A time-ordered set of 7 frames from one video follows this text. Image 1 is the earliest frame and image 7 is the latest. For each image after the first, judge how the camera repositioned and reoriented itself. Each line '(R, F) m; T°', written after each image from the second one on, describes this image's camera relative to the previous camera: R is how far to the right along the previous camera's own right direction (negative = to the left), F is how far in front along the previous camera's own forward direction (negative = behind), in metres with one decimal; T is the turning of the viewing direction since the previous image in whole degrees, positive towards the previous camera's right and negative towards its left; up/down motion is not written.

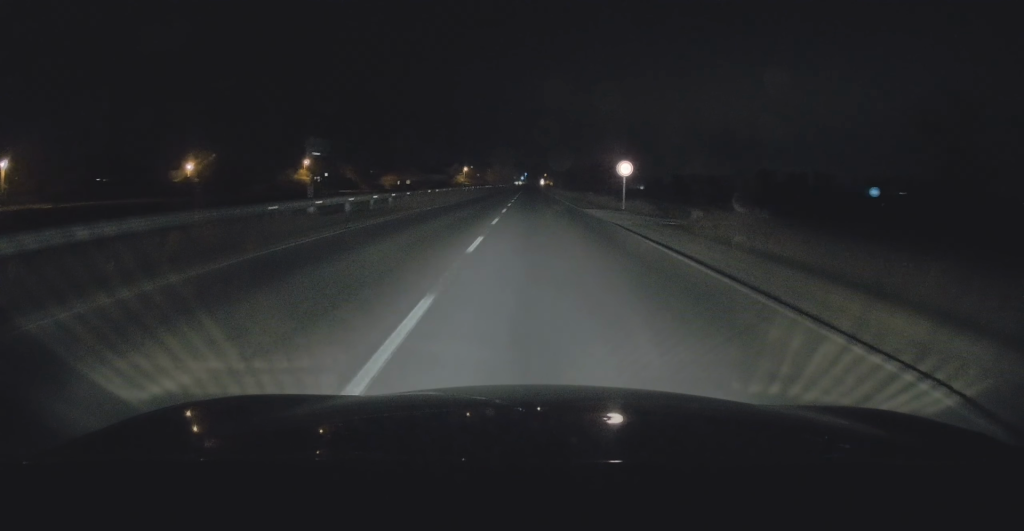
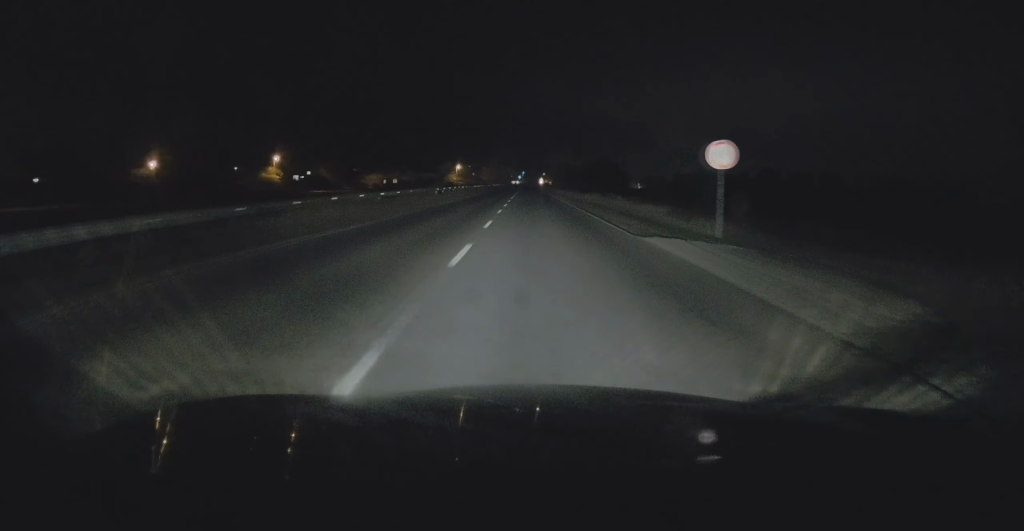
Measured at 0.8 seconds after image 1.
(+0.1, +17.0) m; 0°
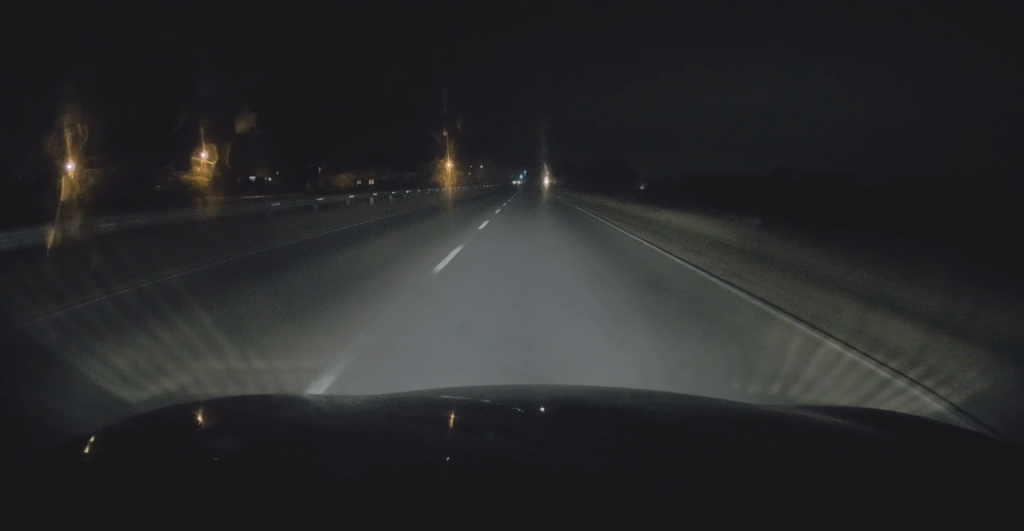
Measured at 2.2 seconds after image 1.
(0.0, +31.8) m; 0°
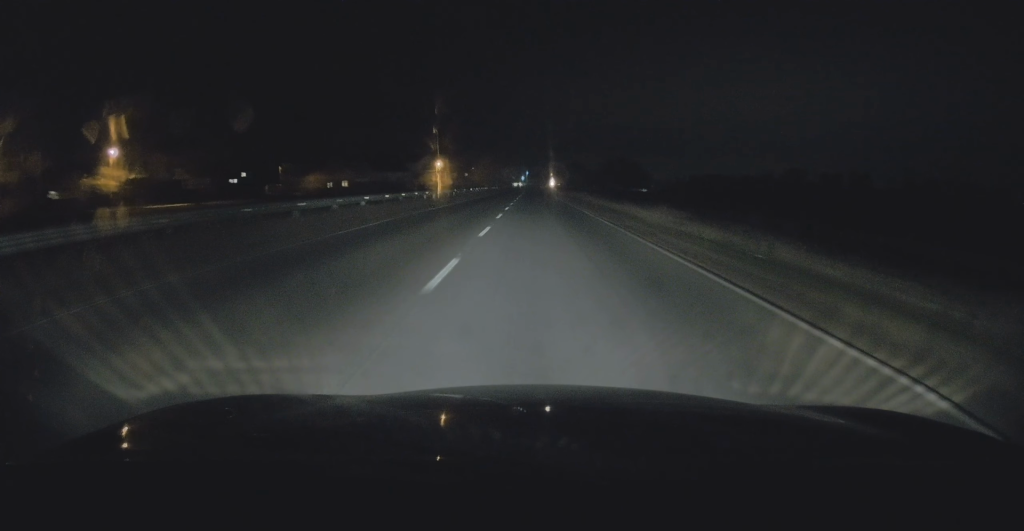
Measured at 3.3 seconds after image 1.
(0.0, +25.2) m; -1°
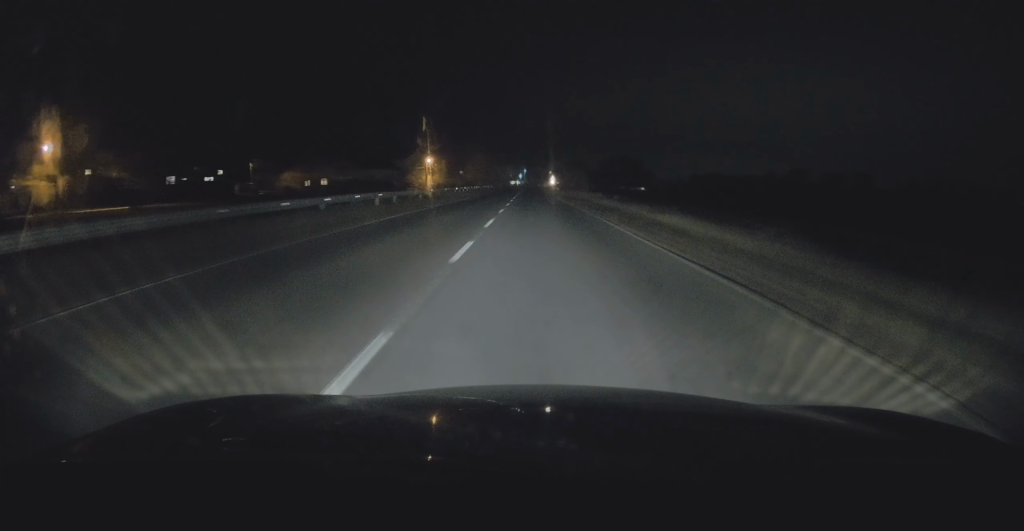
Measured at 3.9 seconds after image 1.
(-0.2, +12.6) m; 0°
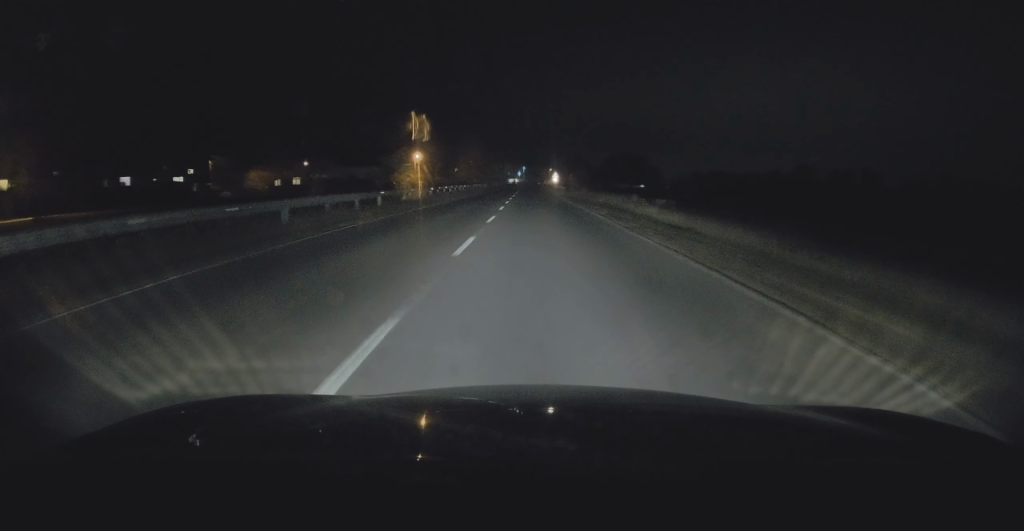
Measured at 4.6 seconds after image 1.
(0.0, +14.7) m; 0°
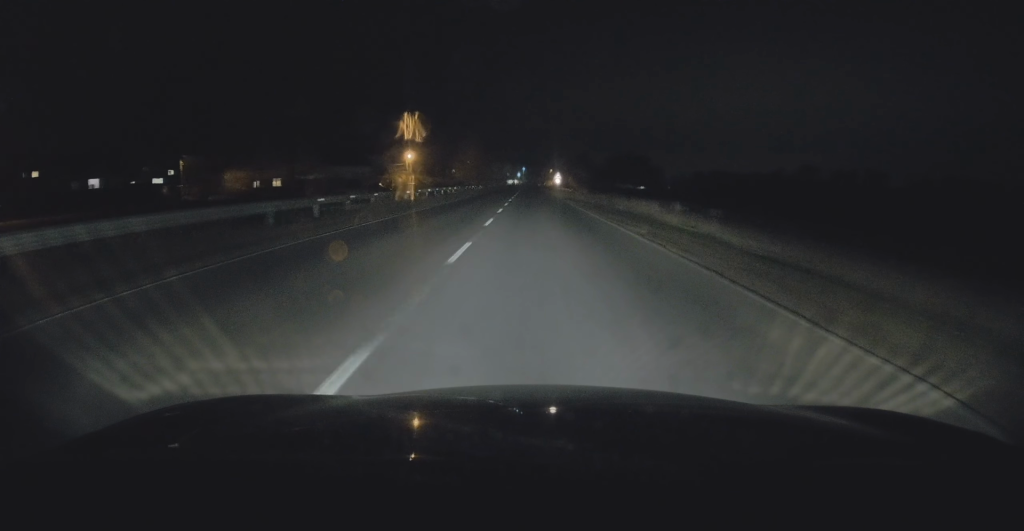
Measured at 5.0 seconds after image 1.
(0.0, +8.8) m; 0°
